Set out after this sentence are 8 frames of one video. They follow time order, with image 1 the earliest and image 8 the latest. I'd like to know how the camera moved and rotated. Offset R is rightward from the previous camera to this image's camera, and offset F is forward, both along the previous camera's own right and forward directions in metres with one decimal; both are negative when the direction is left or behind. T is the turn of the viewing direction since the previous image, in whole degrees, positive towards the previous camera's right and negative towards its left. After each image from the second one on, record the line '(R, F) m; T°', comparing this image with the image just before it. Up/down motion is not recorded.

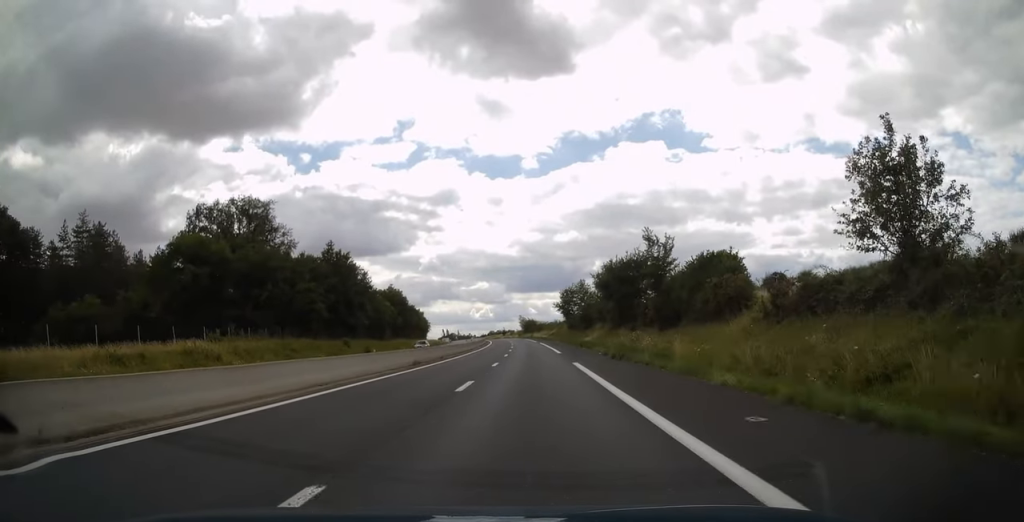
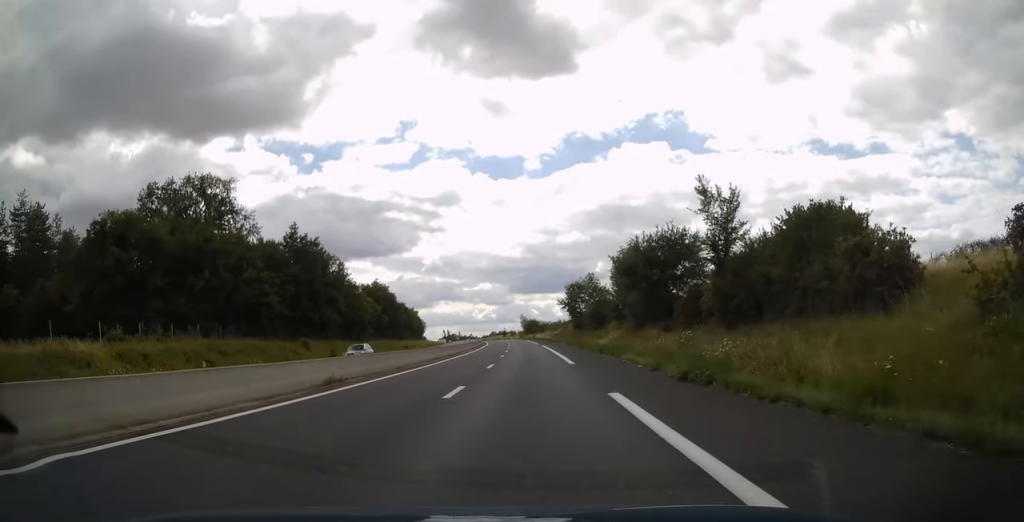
(-0.2, +14.2) m; 0°
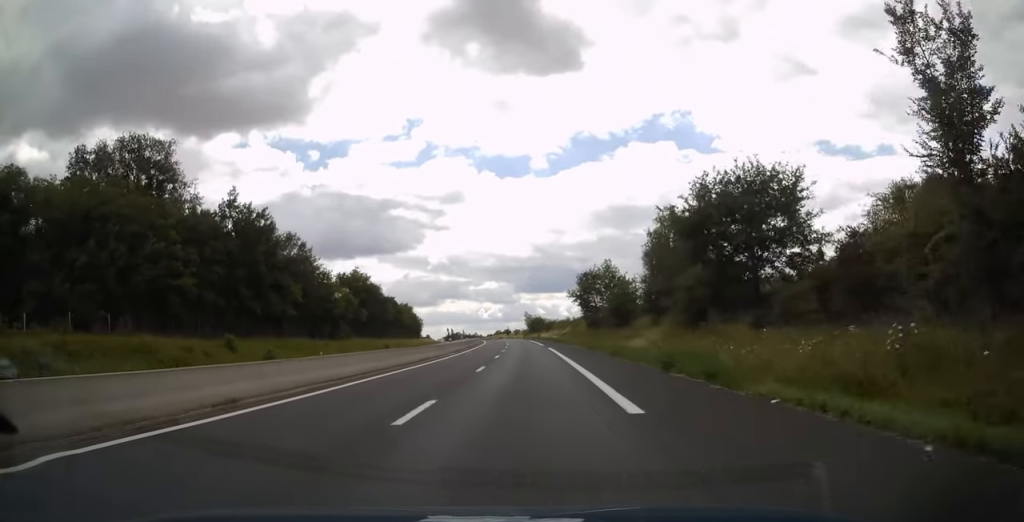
(-0.4, +17.1) m; -1°
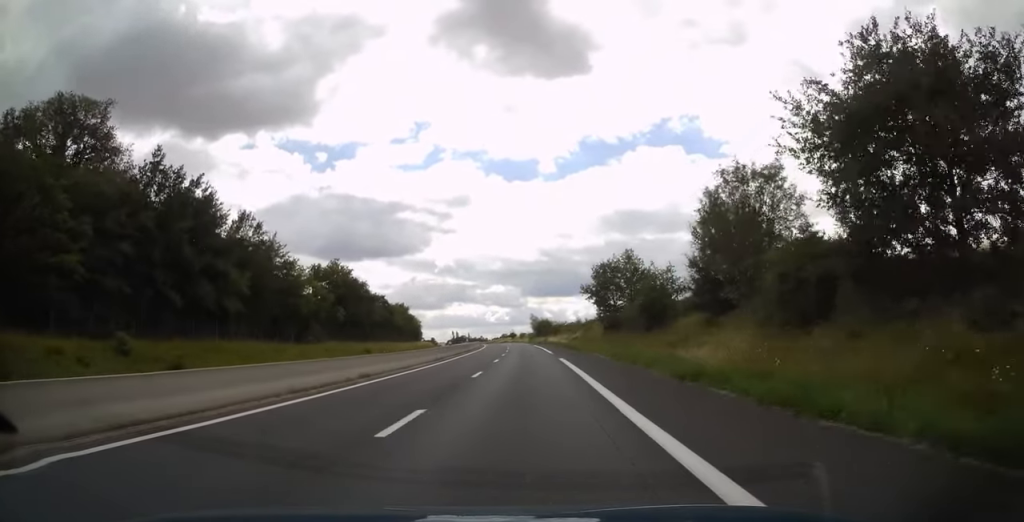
(+0.1, +14.1) m; 0°
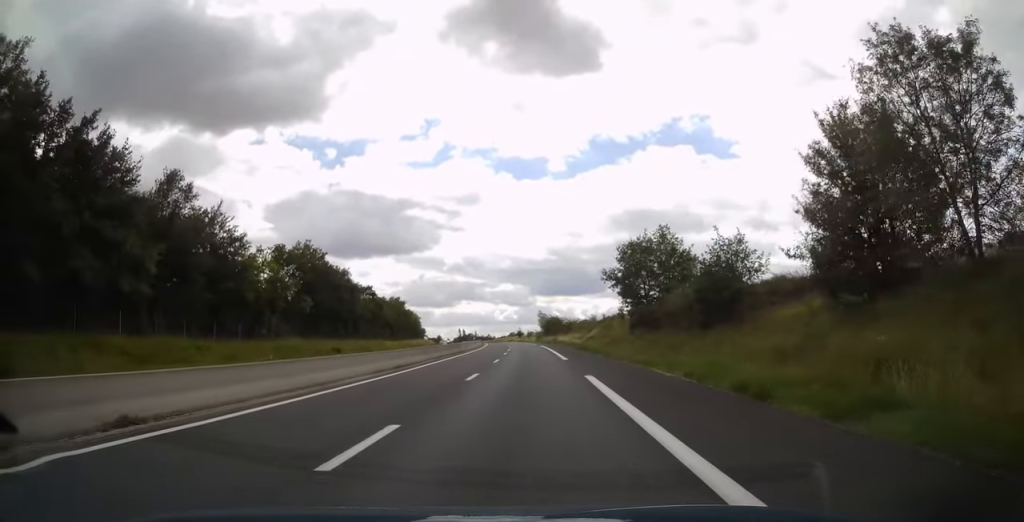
(+0.2, +15.1) m; 0°
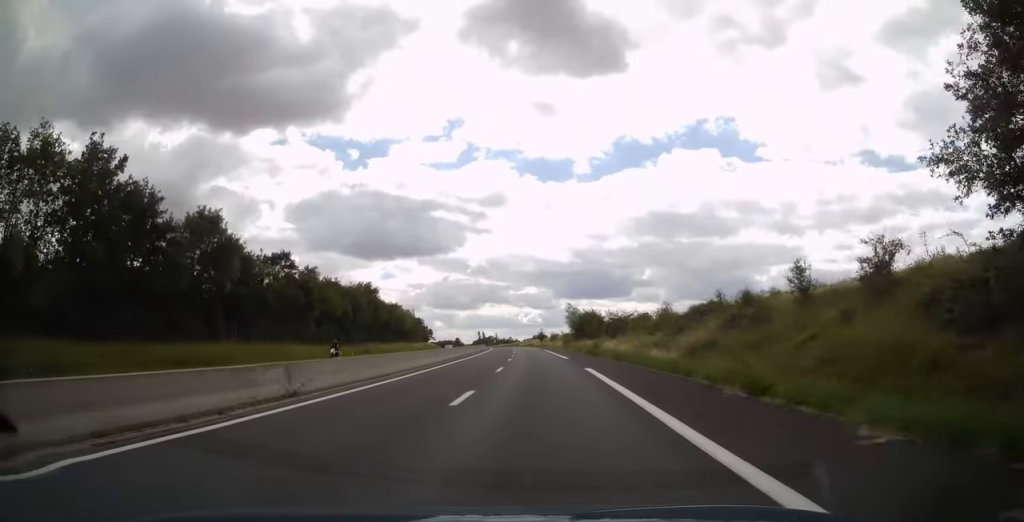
(-1.1, +44.8) m; -3°
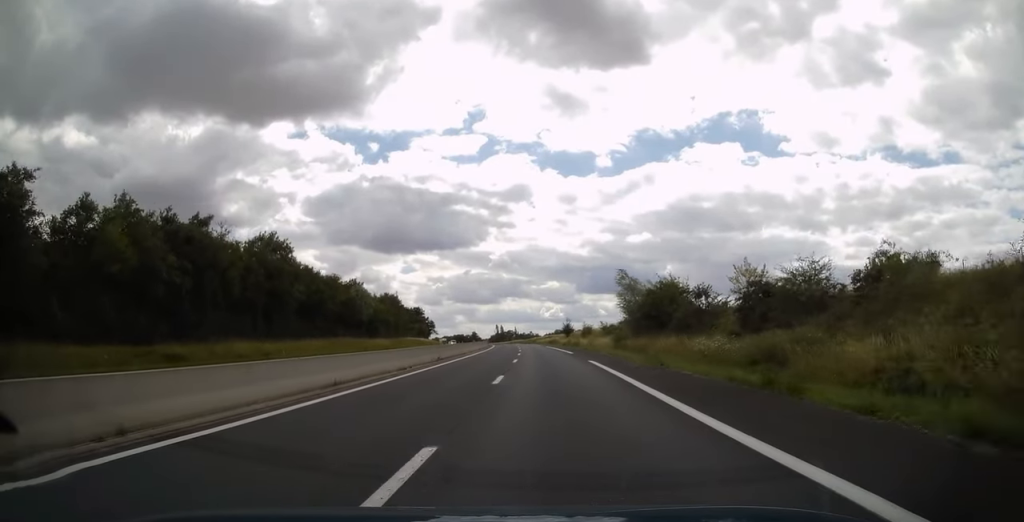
(-1.2, +47.2) m; -2°
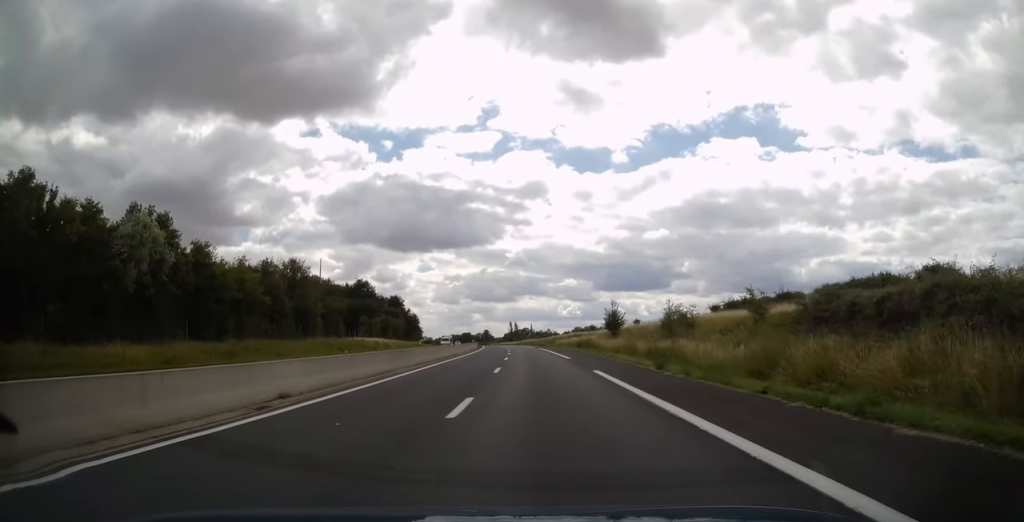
(-0.9, +58.1) m; -2°
